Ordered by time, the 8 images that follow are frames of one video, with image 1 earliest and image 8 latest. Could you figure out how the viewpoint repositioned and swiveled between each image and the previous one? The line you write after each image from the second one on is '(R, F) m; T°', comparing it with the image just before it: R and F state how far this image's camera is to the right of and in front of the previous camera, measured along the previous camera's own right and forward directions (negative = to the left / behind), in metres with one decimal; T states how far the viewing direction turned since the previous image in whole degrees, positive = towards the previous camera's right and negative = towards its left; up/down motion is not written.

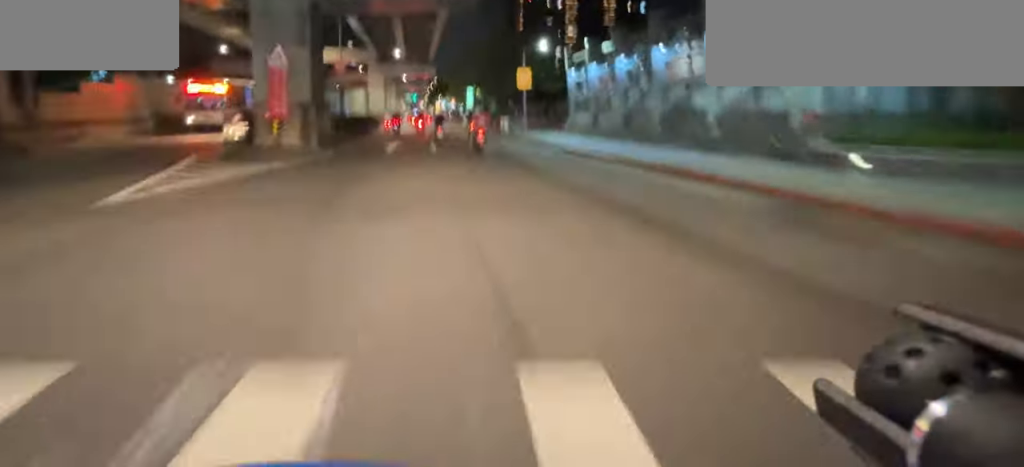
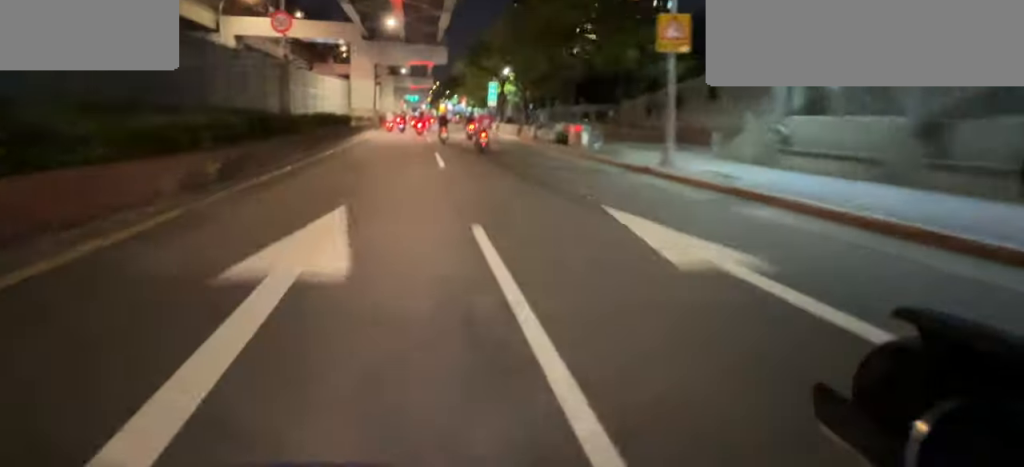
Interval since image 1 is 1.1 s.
(-0.6, +15.2) m; -2°
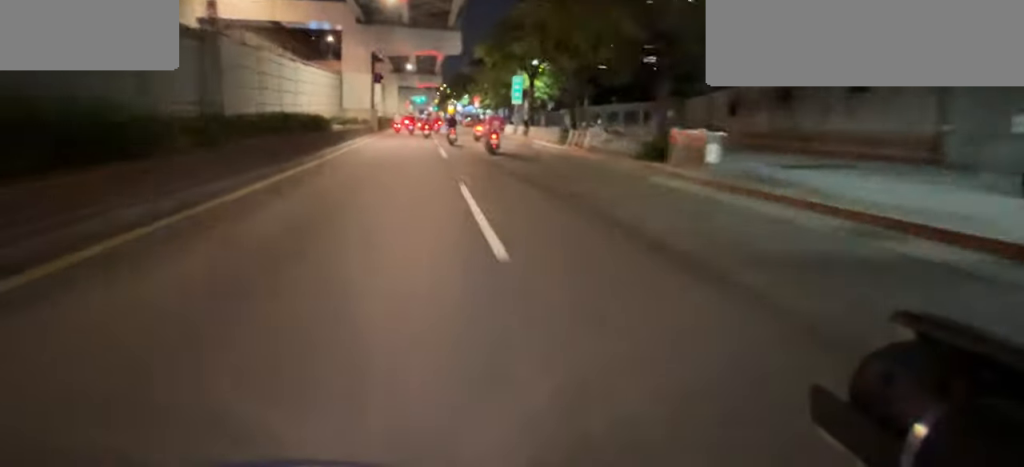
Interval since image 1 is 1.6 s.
(0.0, +7.1) m; +1°
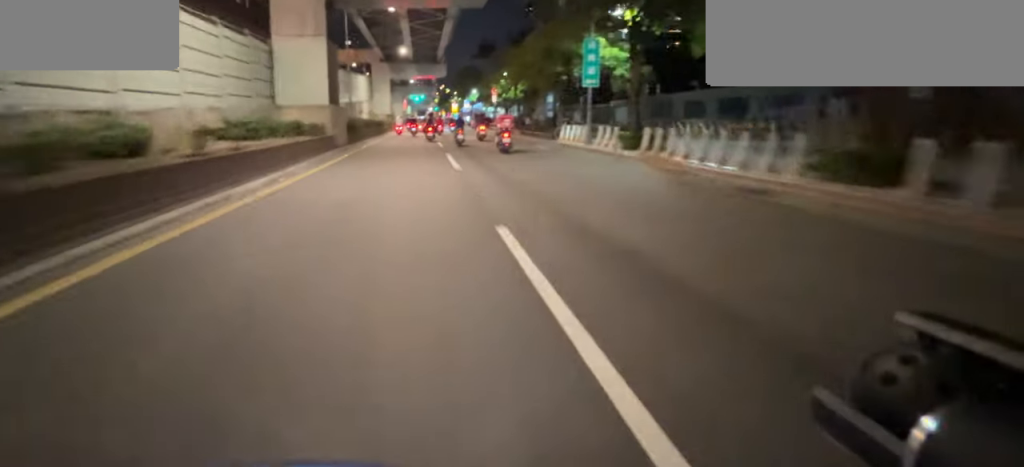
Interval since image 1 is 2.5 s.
(+0.1, +13.1) m; +2°
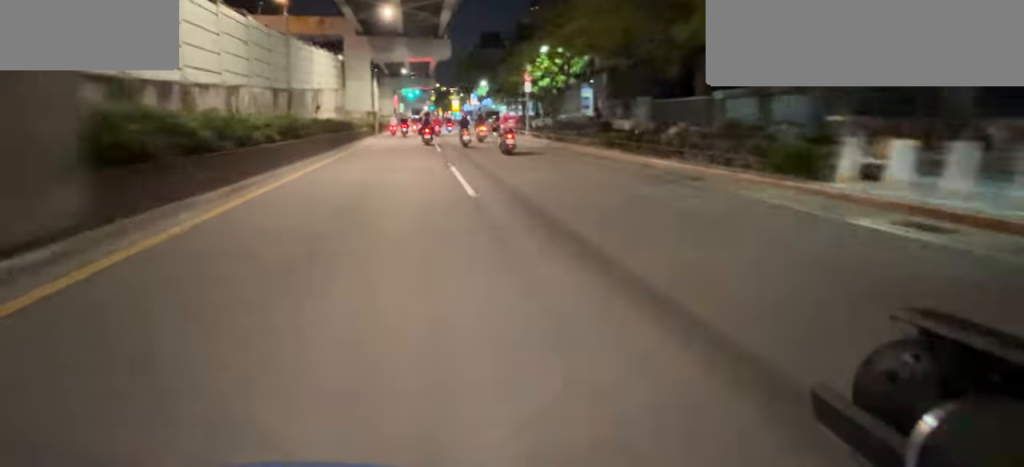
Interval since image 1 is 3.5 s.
(+0.4, +13.2) m; +1°
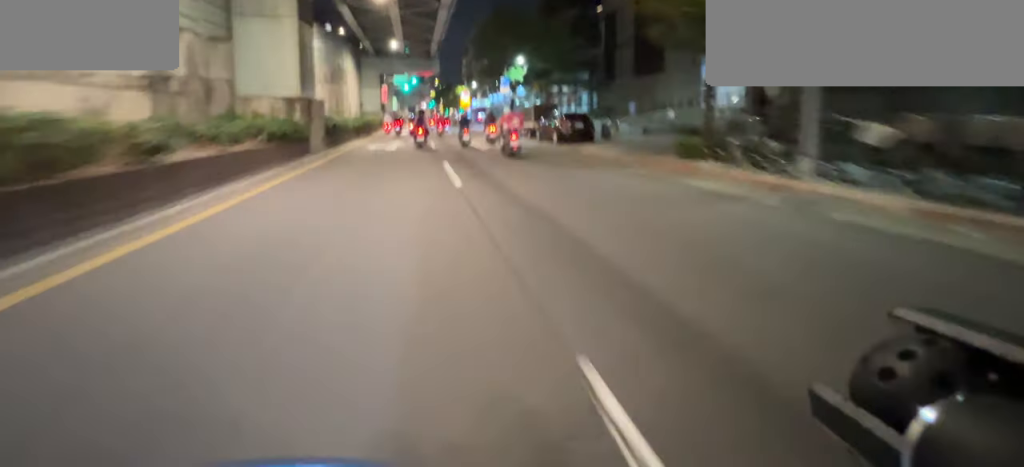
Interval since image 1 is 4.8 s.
(-0.1, +17.3) m; 0°
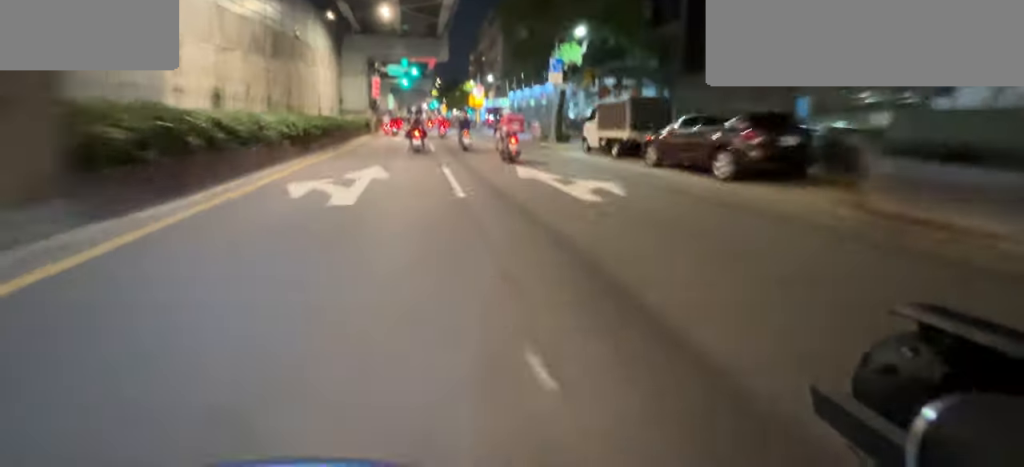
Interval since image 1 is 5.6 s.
(0.0, +10.0) m; 0°
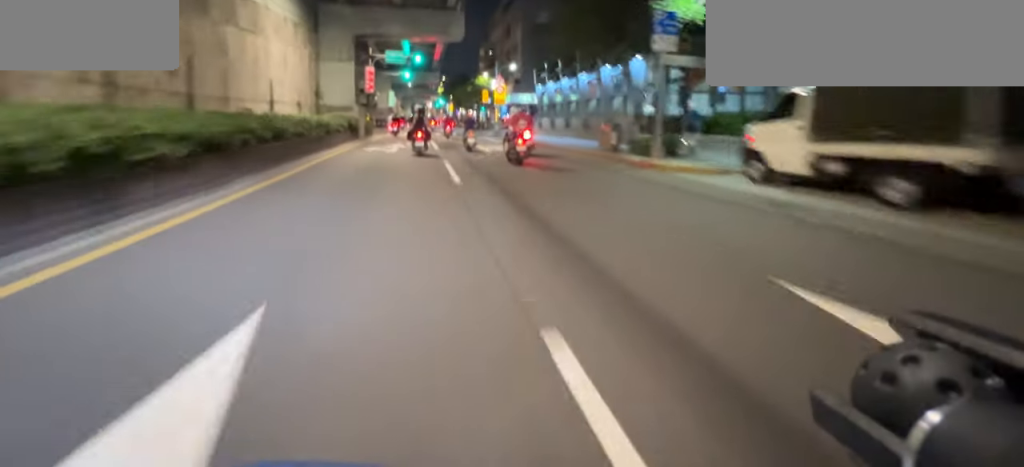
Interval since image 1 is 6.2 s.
(0.0, +7.4) m; 0°
